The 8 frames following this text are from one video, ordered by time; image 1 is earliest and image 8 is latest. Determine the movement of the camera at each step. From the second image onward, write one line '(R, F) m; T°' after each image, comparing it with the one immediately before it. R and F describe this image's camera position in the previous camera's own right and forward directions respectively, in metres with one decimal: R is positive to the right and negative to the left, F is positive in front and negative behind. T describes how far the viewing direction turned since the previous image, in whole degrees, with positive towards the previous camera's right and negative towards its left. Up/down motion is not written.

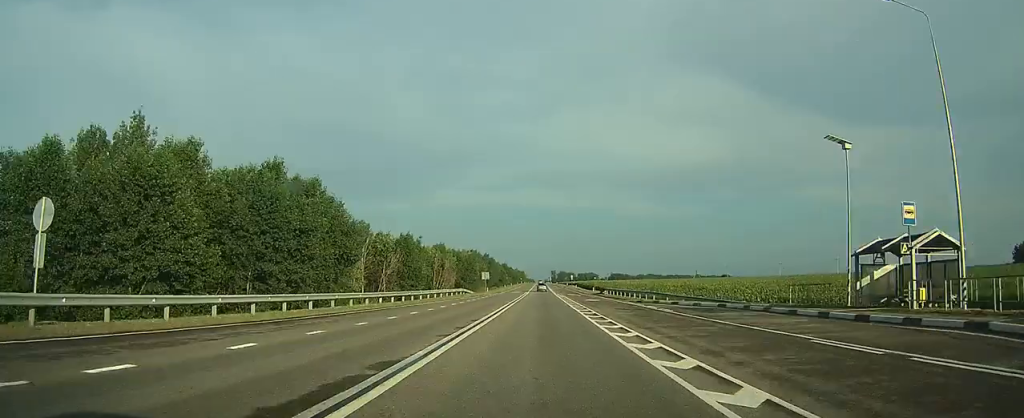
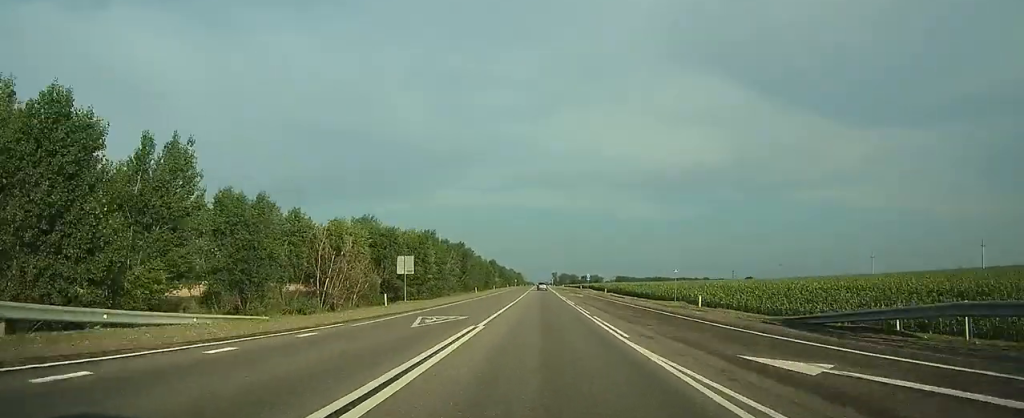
(-0.1, +69.1) m; 0°
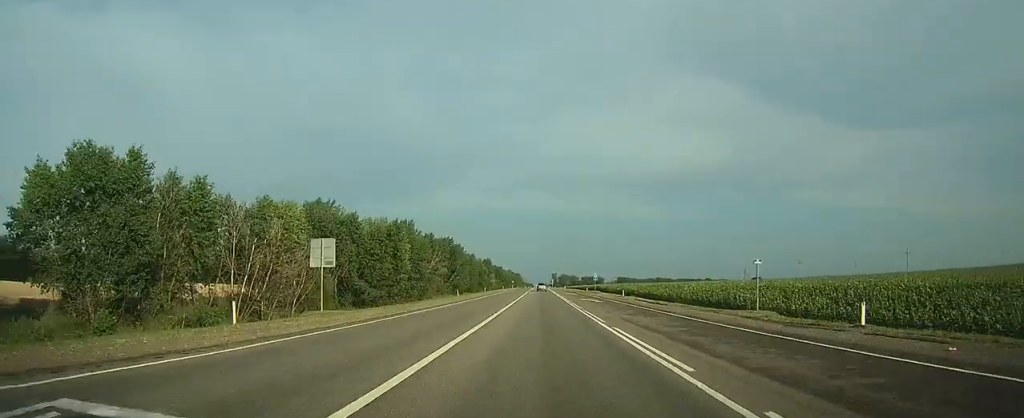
(0.0, +18.2) m; 0°
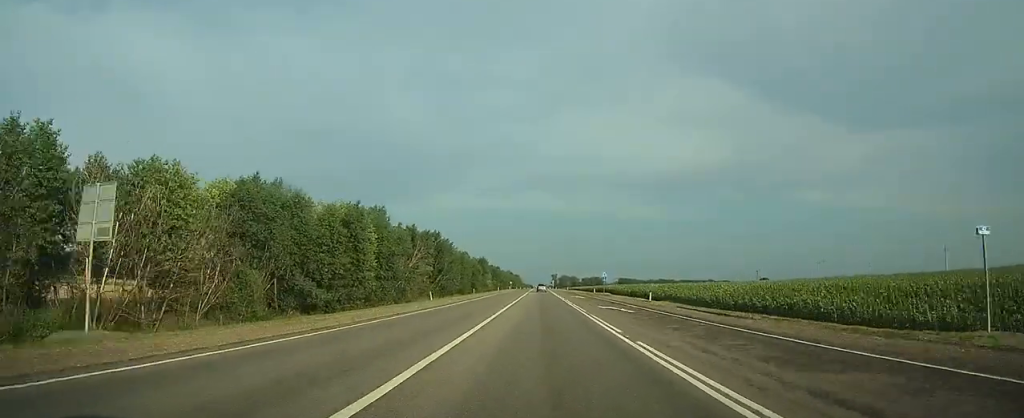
(0.0, +16.4) m; 0°
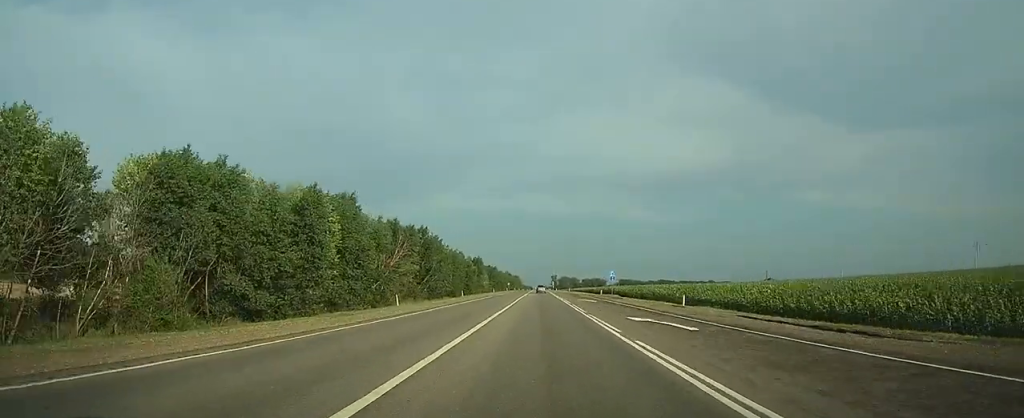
(0.0, +11.8) m; 0°
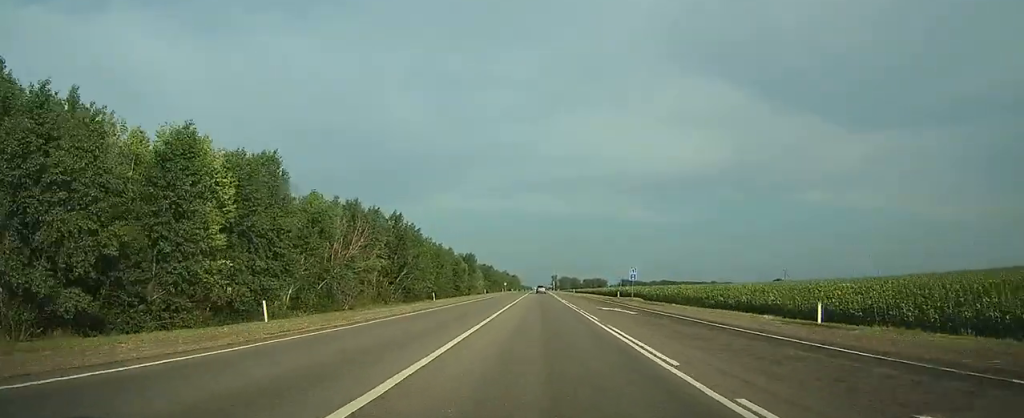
(0.0, +19.0) m; 0°
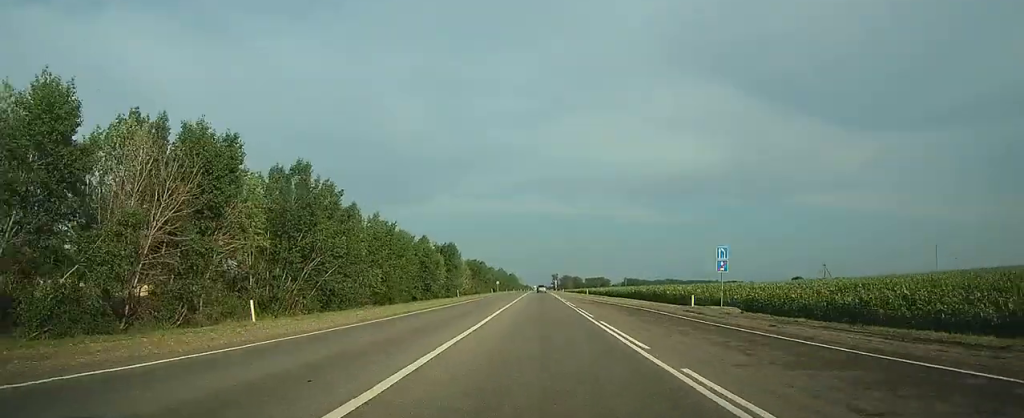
(0.0, +33.4) m; 0°
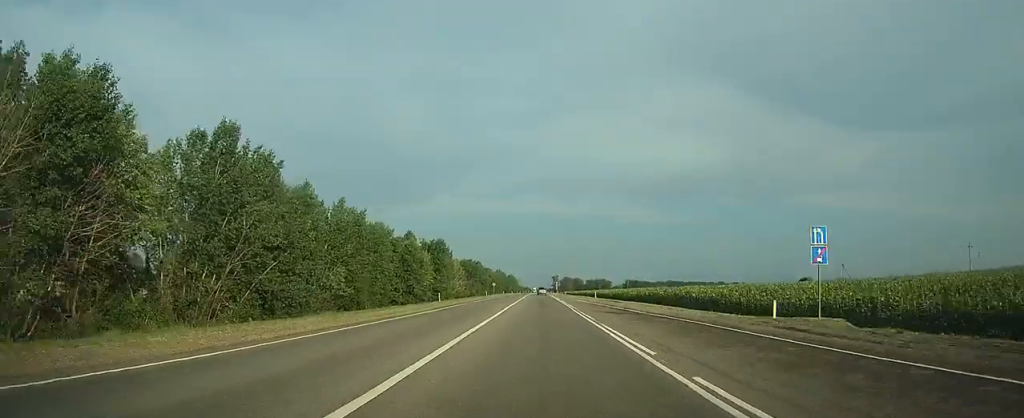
(0.0, +12.6) m; 0°
